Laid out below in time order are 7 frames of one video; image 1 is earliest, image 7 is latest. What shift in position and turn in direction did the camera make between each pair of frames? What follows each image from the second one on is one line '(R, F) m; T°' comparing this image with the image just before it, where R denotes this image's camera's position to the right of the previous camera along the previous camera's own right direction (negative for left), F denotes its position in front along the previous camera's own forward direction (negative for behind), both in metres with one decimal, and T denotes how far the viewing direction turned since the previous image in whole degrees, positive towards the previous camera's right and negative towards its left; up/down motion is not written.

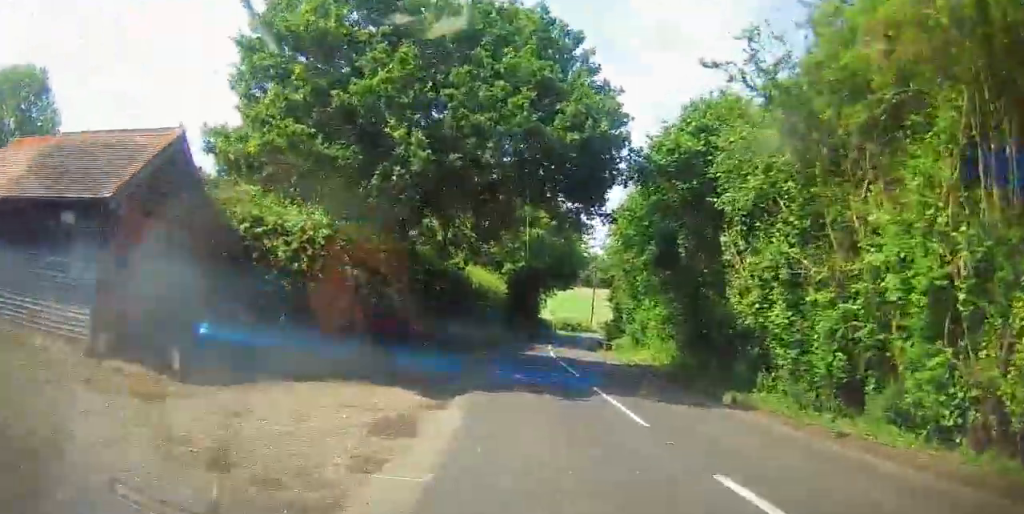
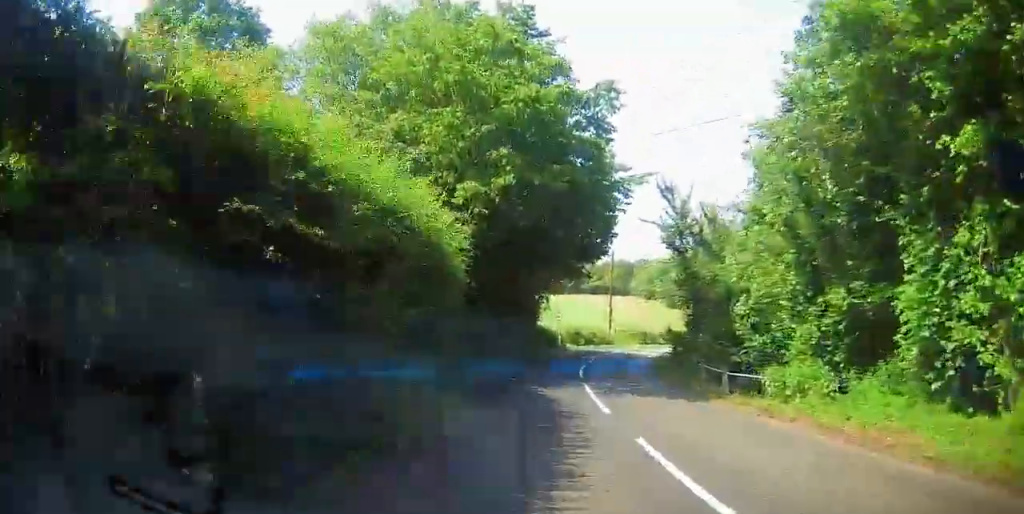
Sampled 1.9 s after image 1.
(-5.5, +23.3) m; -28°
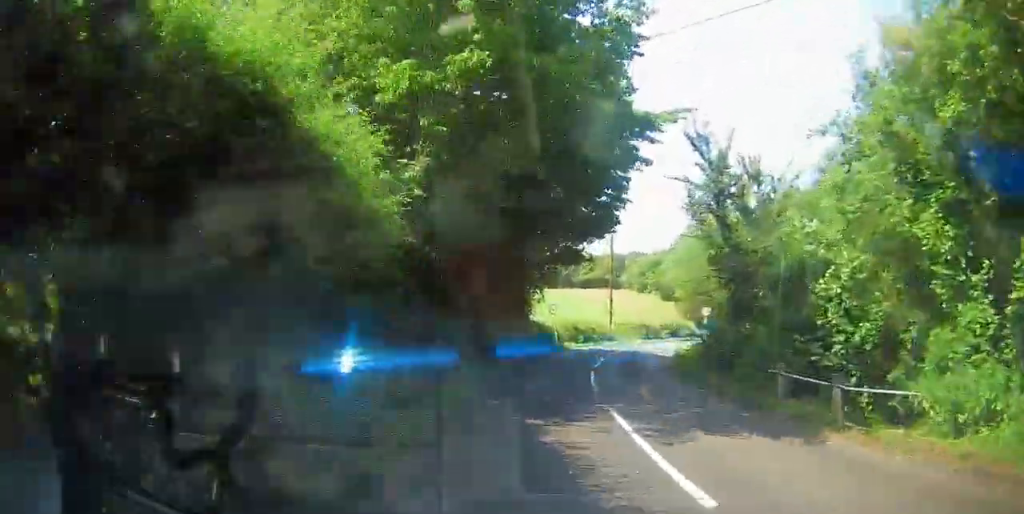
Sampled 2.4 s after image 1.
(-0.2, +6.7) m; +1°
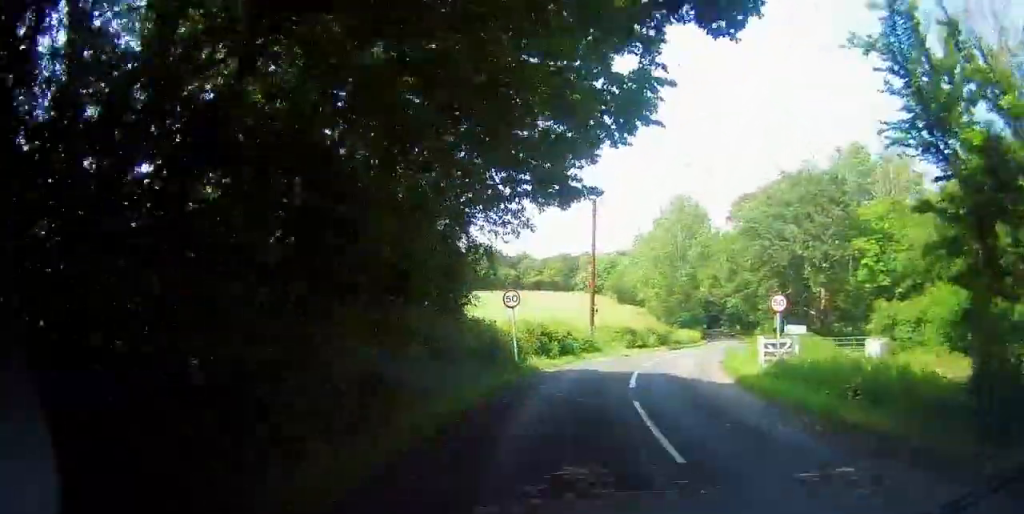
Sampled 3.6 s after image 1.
(+0.8, +15.8) m; +14°
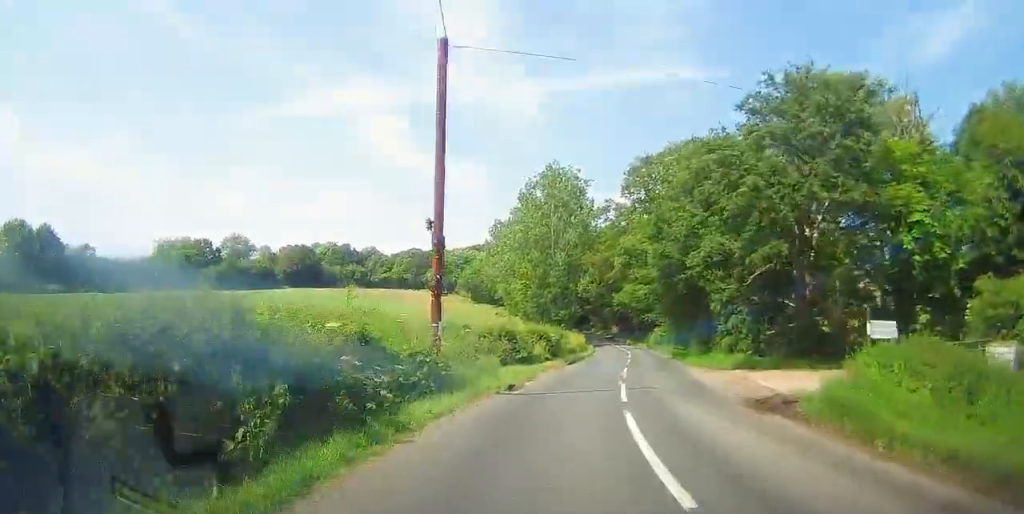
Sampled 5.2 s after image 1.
(+4.3, +20.3) m; +20°
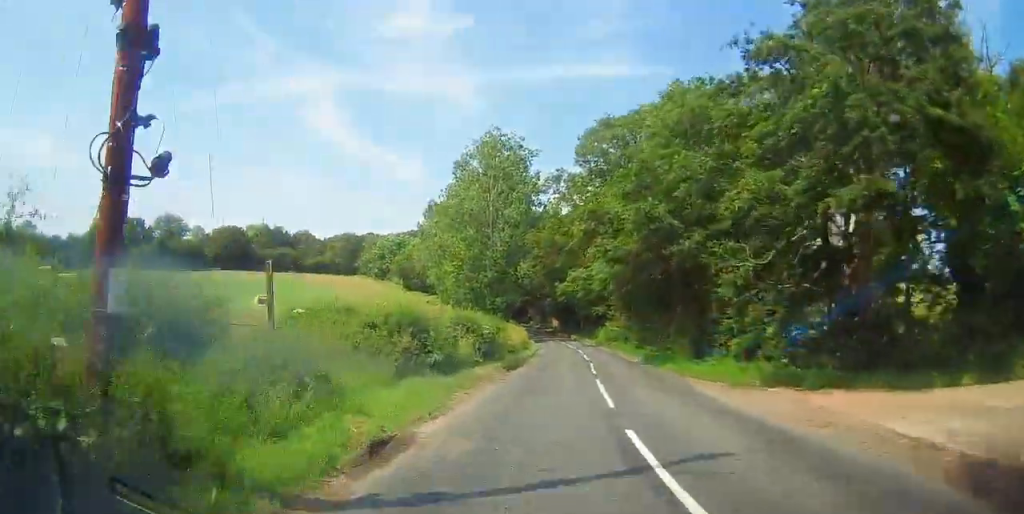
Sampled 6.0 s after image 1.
(+0.3, +10.2) m; +7°
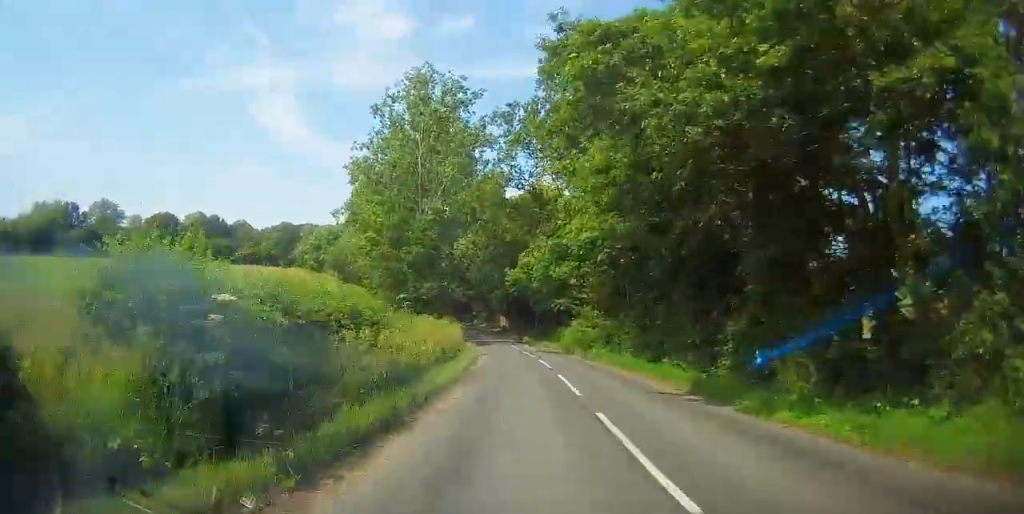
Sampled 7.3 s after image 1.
(+0.8, +15.9) m; -1°
